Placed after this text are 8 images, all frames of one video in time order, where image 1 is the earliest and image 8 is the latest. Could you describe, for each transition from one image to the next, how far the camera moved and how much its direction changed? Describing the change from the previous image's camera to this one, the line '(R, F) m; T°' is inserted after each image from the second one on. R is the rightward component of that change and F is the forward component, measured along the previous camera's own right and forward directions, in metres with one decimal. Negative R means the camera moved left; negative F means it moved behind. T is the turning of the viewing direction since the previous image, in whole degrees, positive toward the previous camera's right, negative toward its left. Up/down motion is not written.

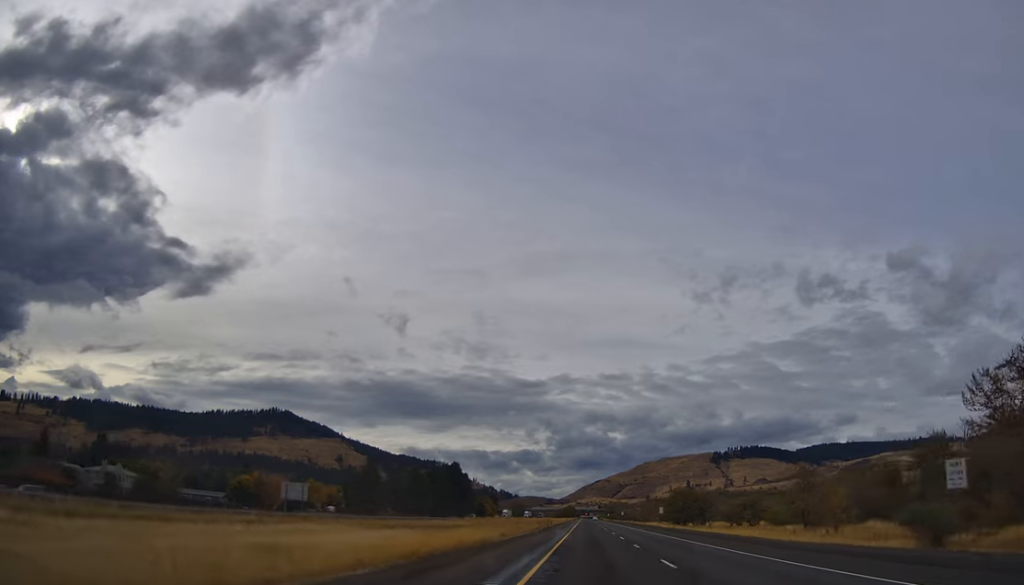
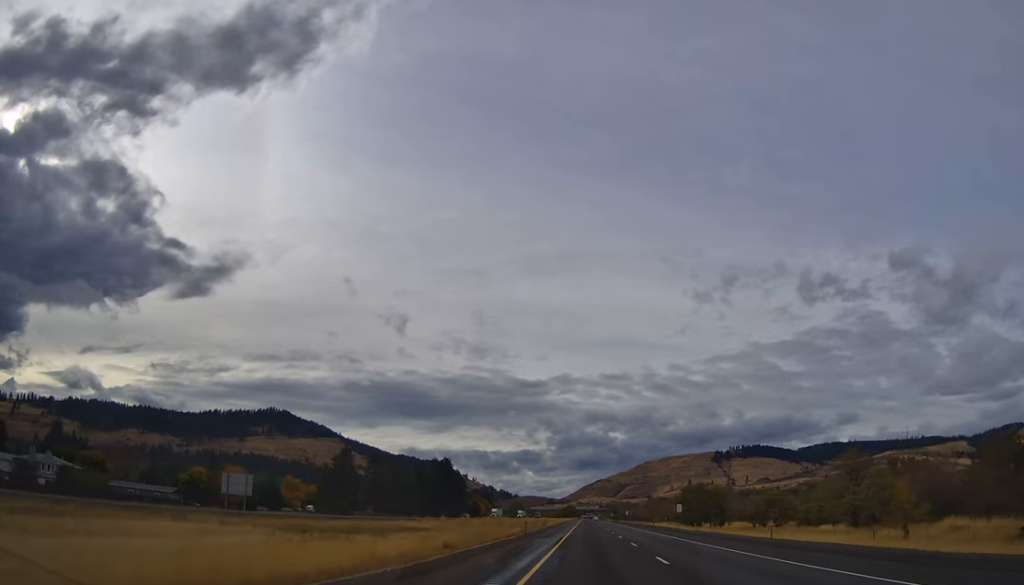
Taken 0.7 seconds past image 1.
(-0.2, +22.6) m; -1°
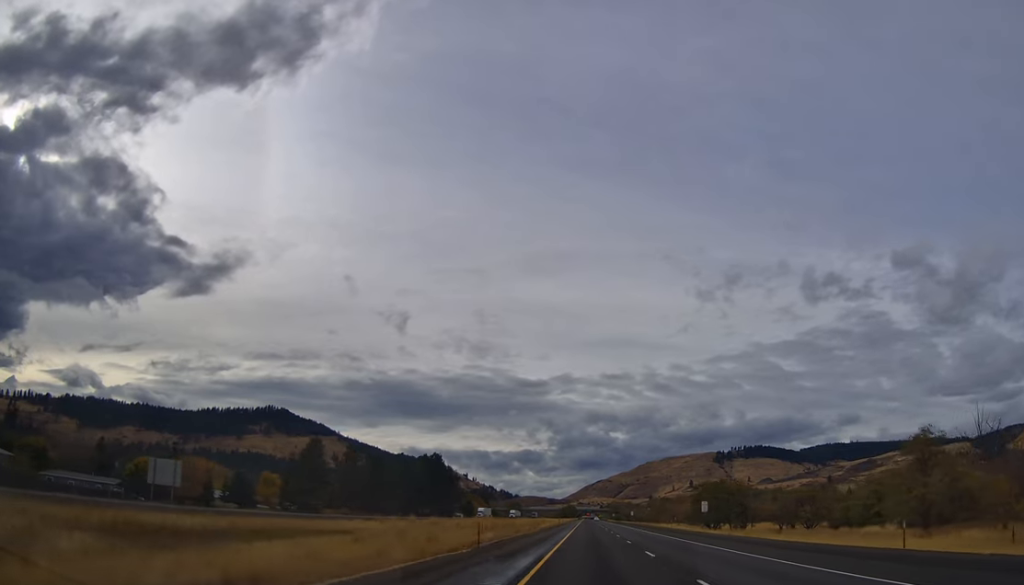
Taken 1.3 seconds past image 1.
(-0.3, +20.4) m; 0°
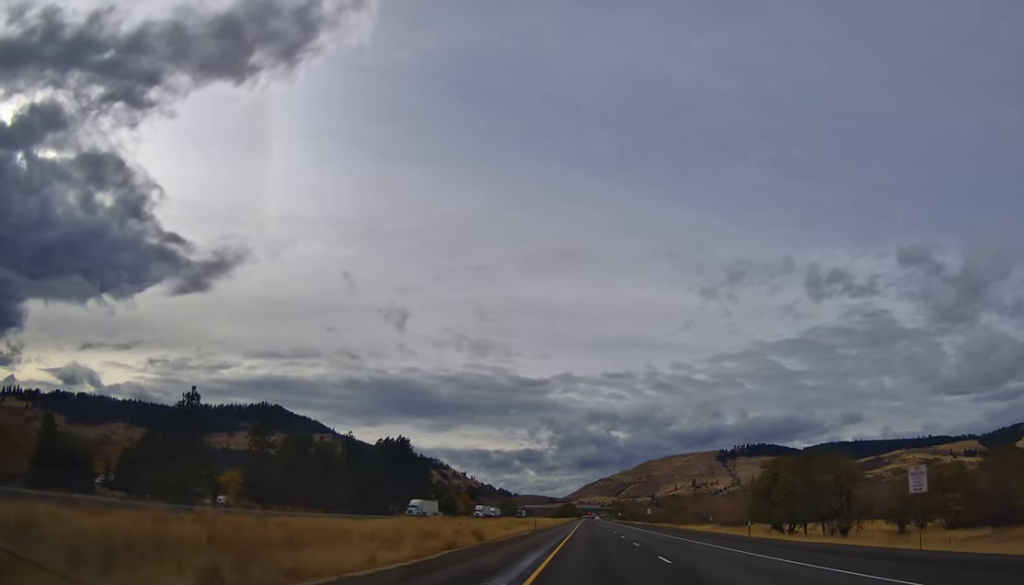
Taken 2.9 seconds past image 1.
(+0.3, +51.5) m; 0°
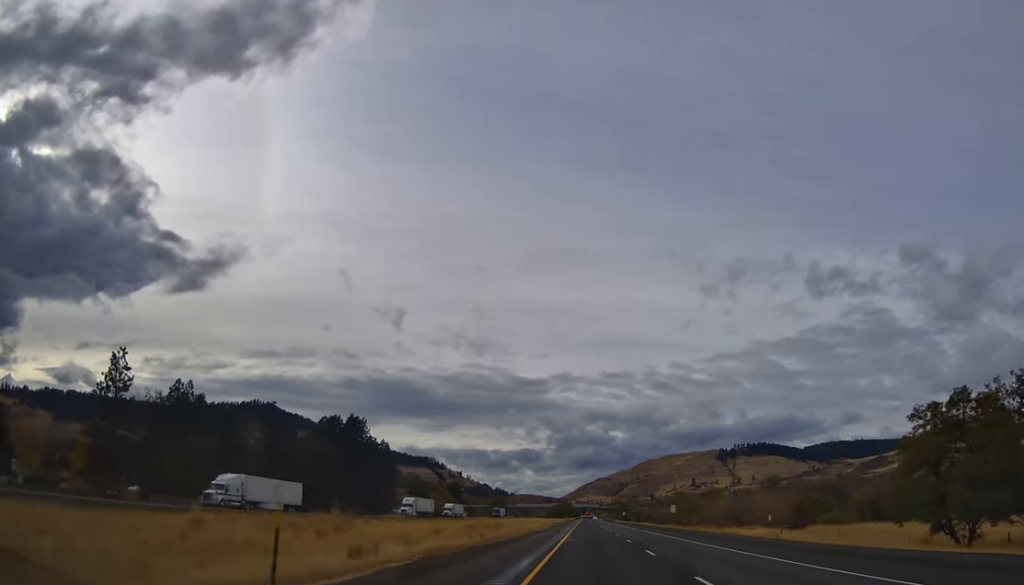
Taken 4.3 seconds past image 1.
(-0.6, +44.2) m; +1°
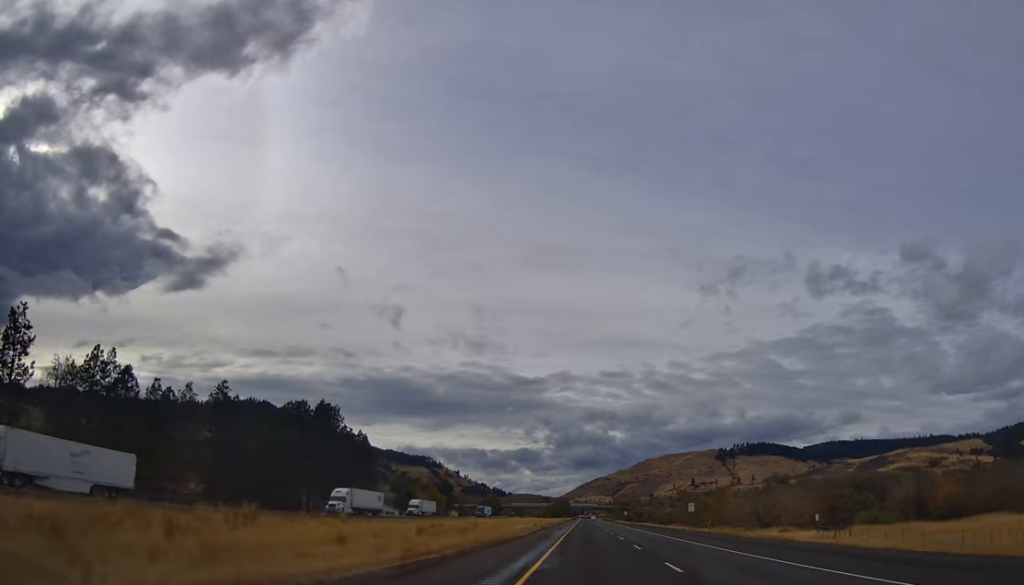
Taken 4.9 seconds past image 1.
(+0.4, +19.4) m; 0°
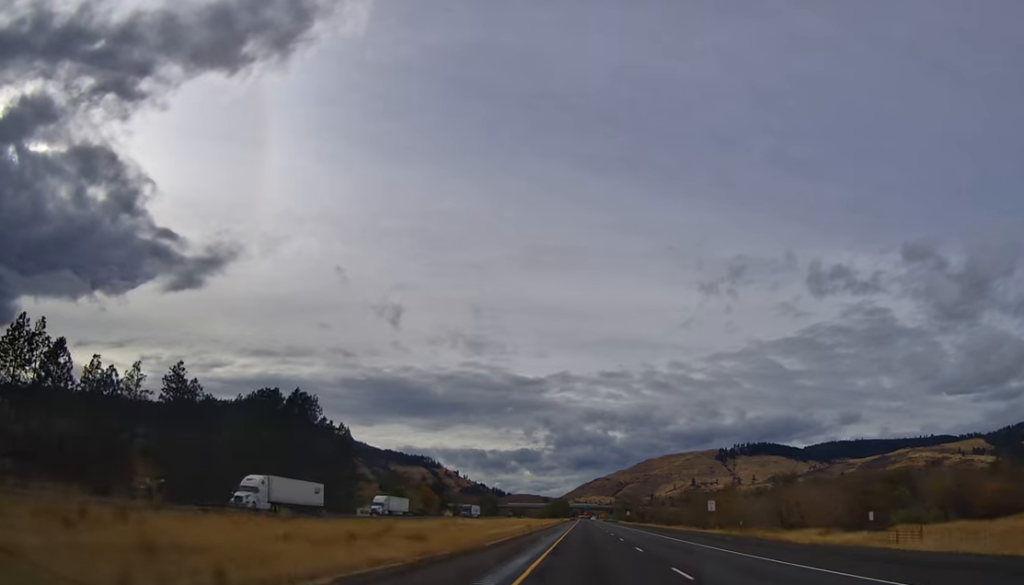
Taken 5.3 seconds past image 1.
(+0.5, +14.0) m; 0°
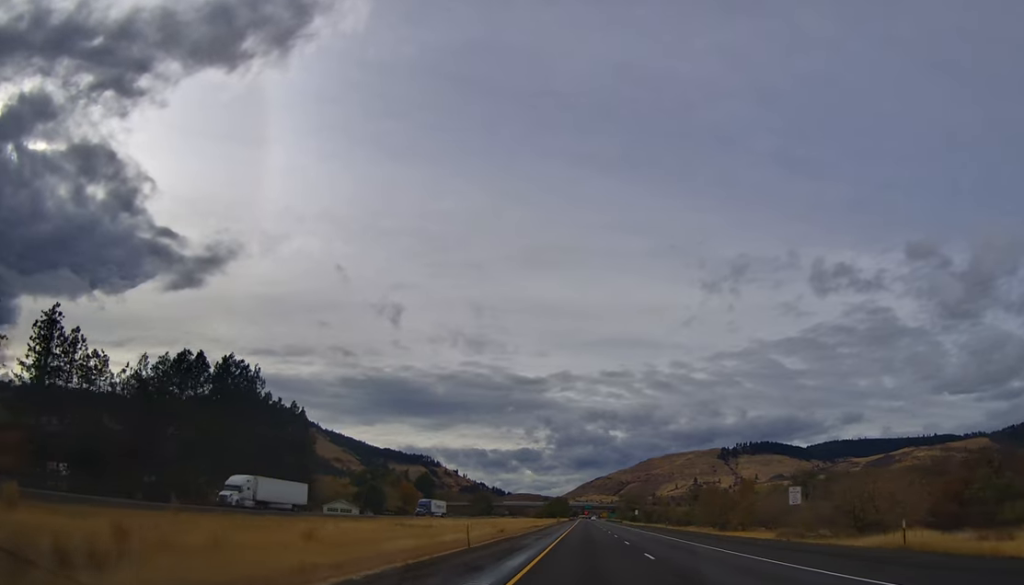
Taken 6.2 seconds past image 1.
(-0.7, +29.1) m; -1°
